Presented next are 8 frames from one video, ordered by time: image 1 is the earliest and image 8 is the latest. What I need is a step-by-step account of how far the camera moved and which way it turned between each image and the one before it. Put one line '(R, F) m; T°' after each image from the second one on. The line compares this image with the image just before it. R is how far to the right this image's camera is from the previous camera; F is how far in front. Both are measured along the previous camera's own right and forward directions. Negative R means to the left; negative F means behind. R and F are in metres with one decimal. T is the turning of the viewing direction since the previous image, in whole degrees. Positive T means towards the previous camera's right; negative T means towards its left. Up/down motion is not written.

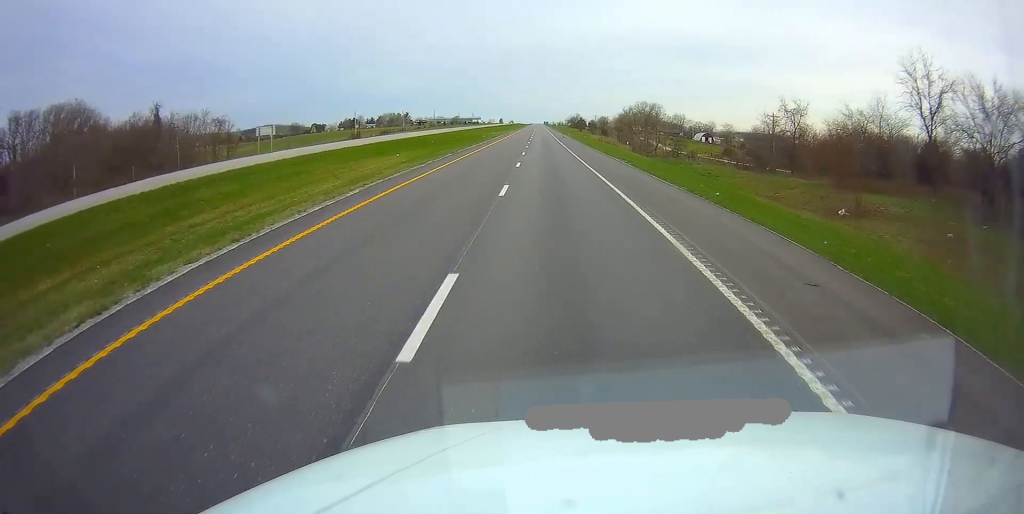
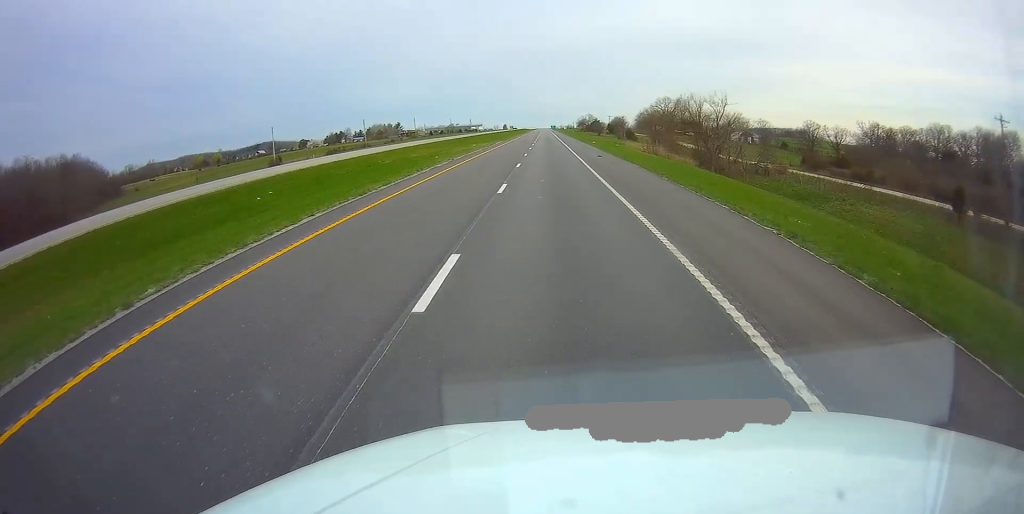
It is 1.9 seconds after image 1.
(-0.5, +58.8) m; -1°
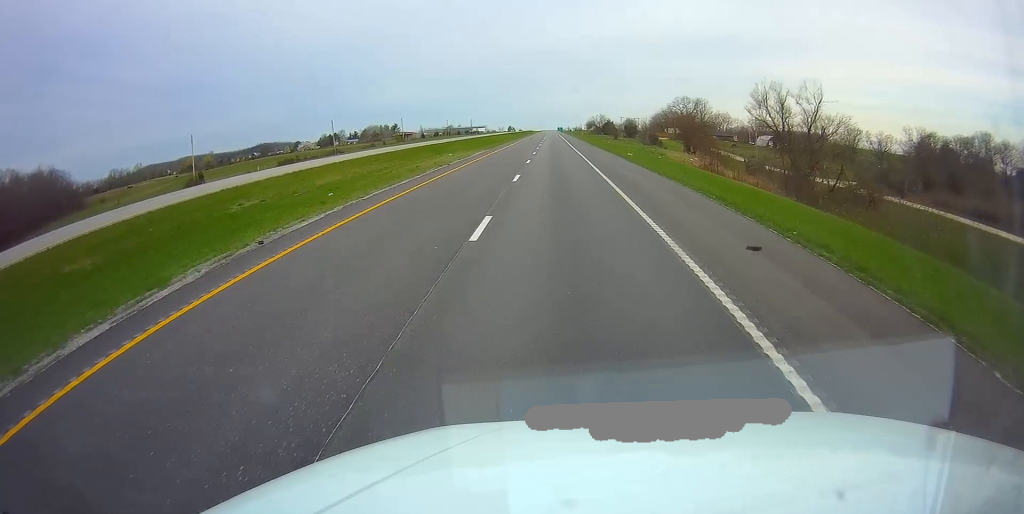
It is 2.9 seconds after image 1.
(0.0, +31.9) m; 0°
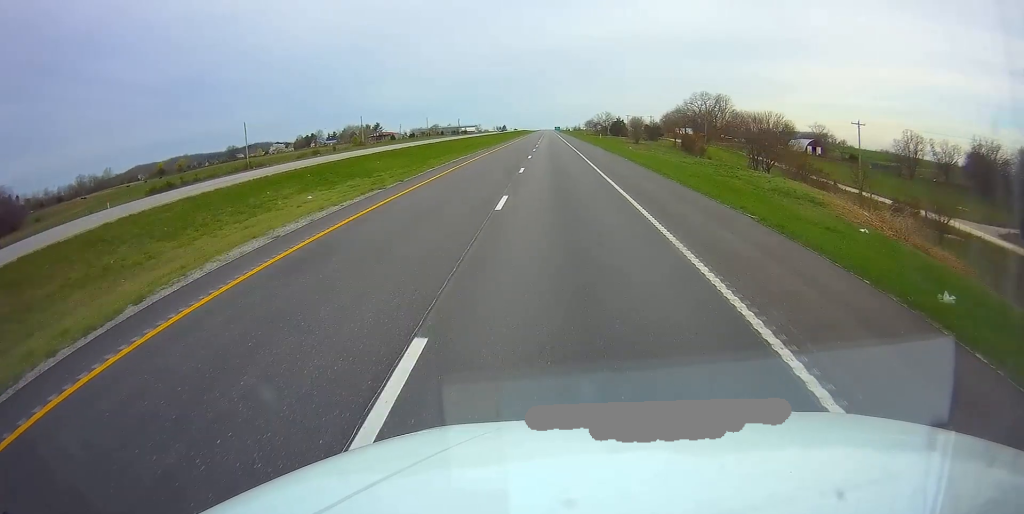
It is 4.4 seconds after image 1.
(+0.2, +44.0) m; 0°
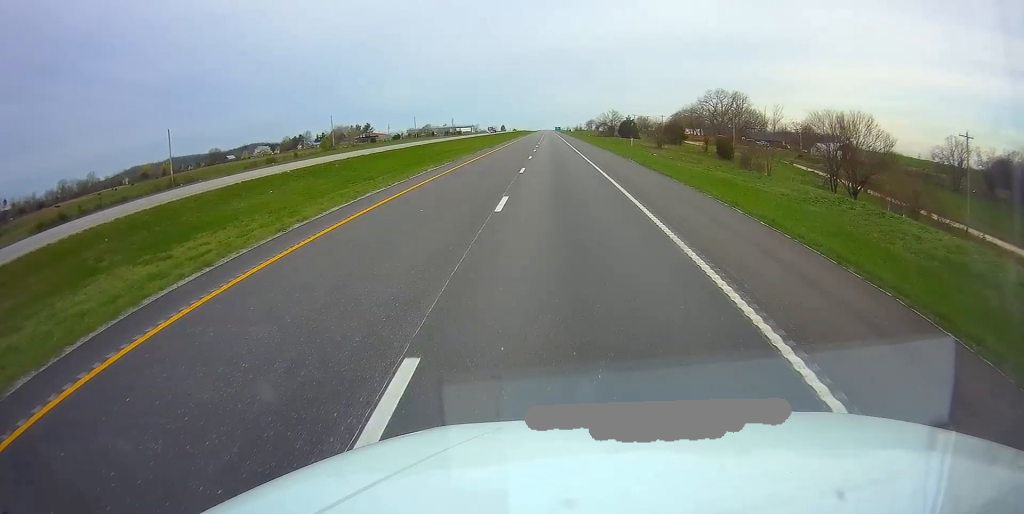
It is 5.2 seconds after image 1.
(+0.1, +24.5) m; 0°
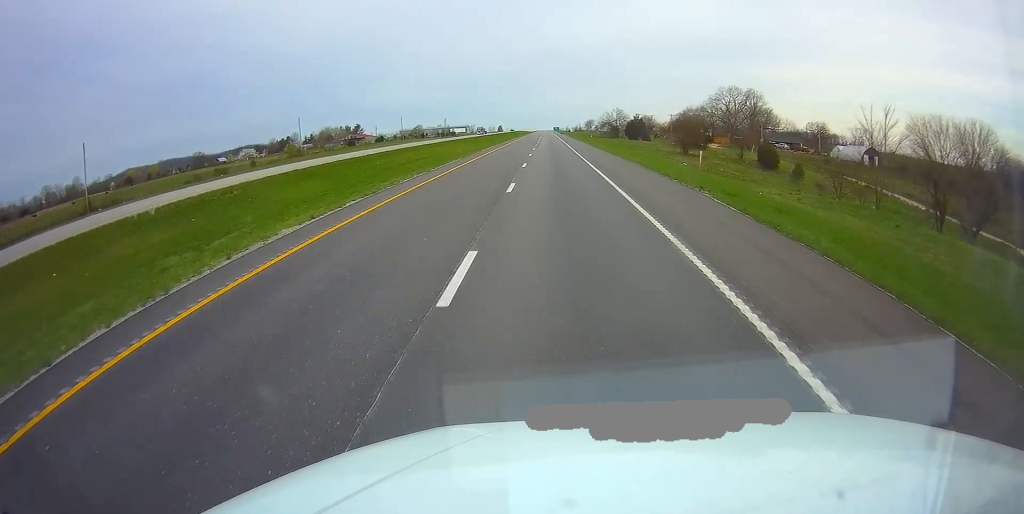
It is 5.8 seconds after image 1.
(-0.1, +19.4) m; 0°
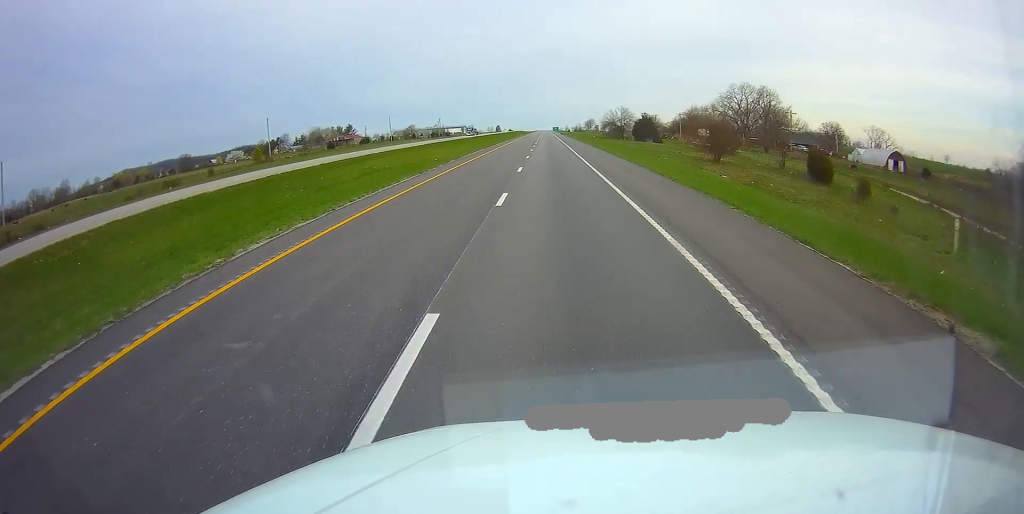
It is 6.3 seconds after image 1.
(0.0, +15.3) m; 0°
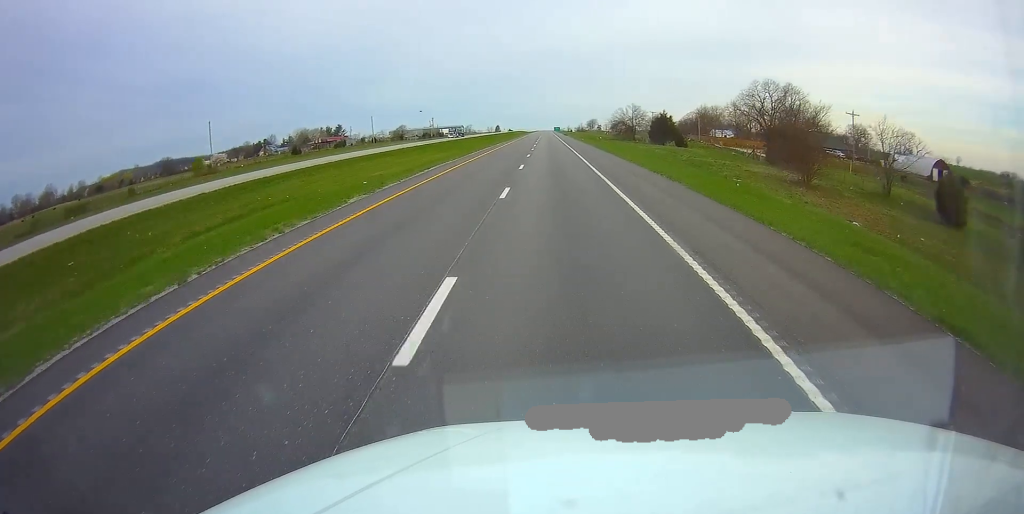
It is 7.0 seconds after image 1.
(0.0, +22.5) m; 0°
